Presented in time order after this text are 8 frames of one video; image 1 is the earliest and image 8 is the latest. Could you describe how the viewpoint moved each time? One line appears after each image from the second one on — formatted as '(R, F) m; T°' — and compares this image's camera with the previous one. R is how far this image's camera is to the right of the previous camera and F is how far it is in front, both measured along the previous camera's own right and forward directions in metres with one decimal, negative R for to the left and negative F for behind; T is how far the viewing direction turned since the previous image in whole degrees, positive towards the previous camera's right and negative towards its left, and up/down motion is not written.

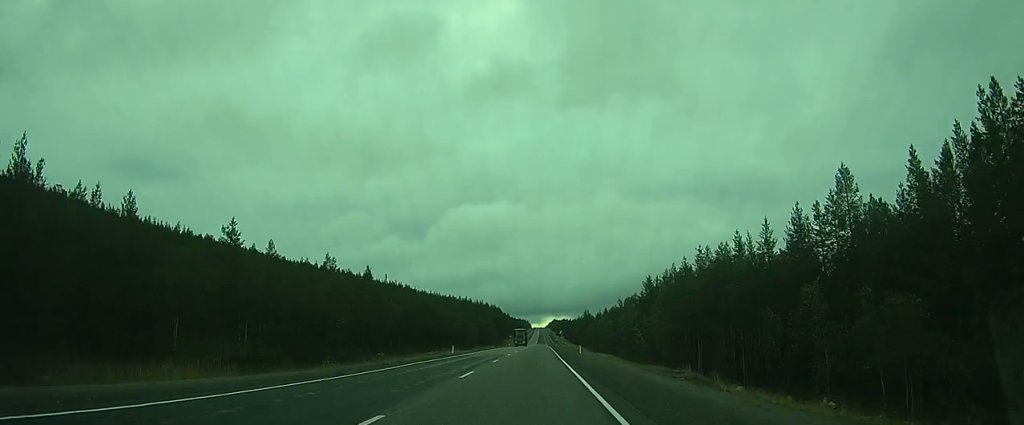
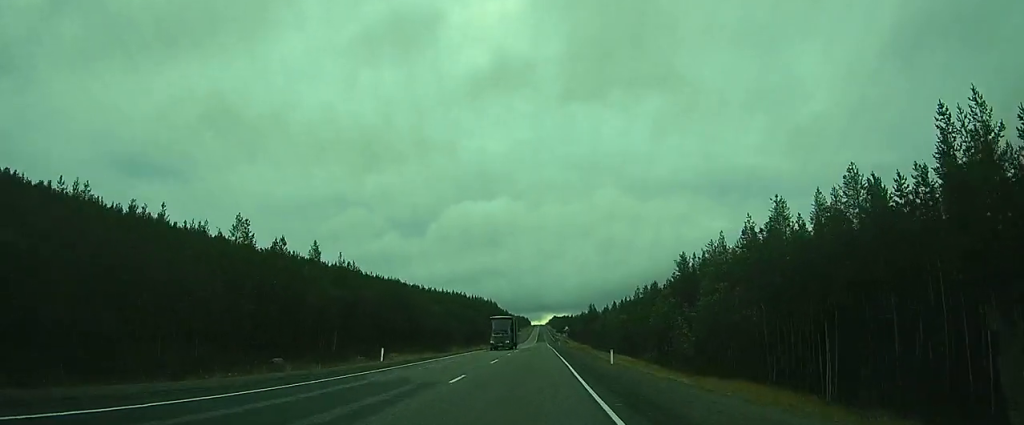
(+0.1, +26.0) m; 0°
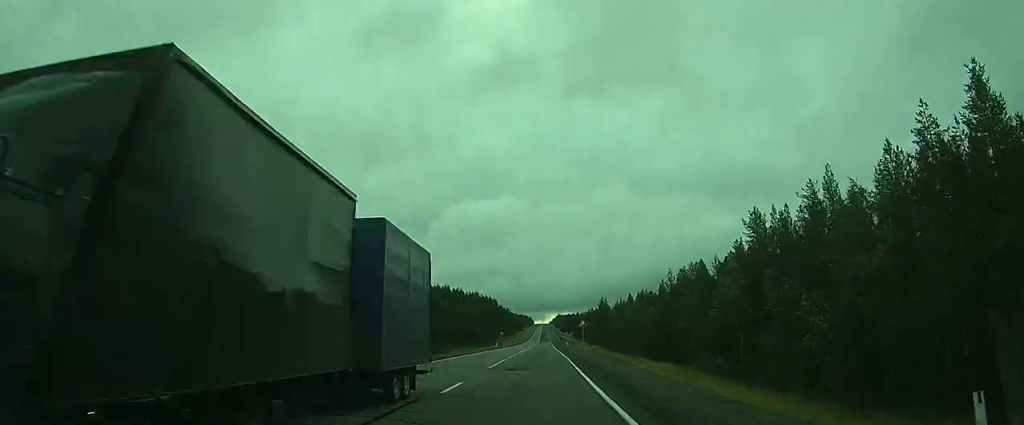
(-0.1, +26.7) m; 0°
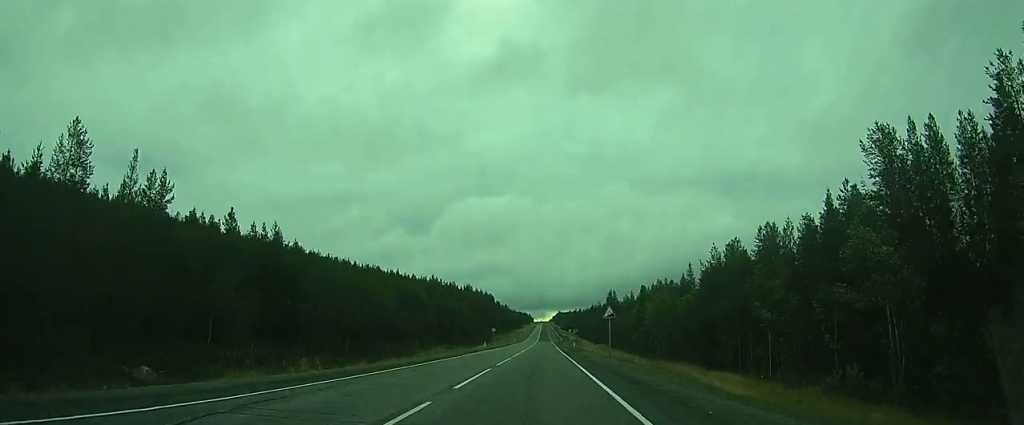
(0.0, +21.8) m; 0°
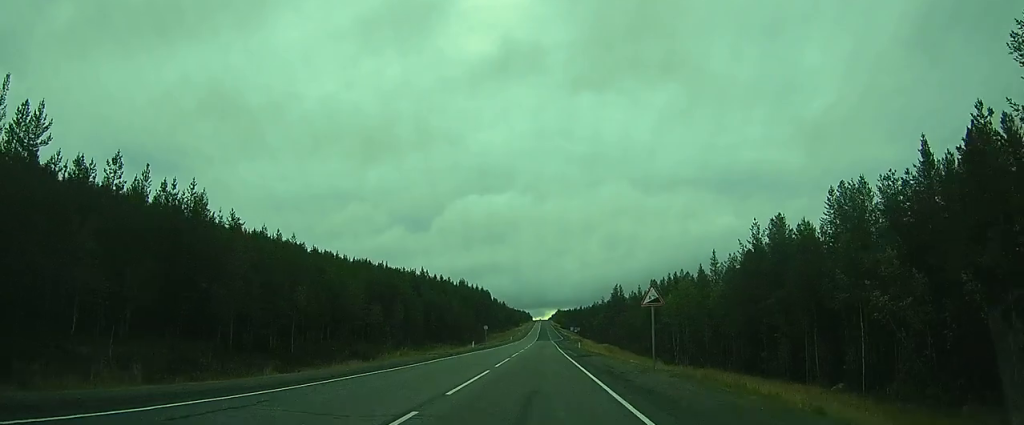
(-0.1, +13.3) m; 0°
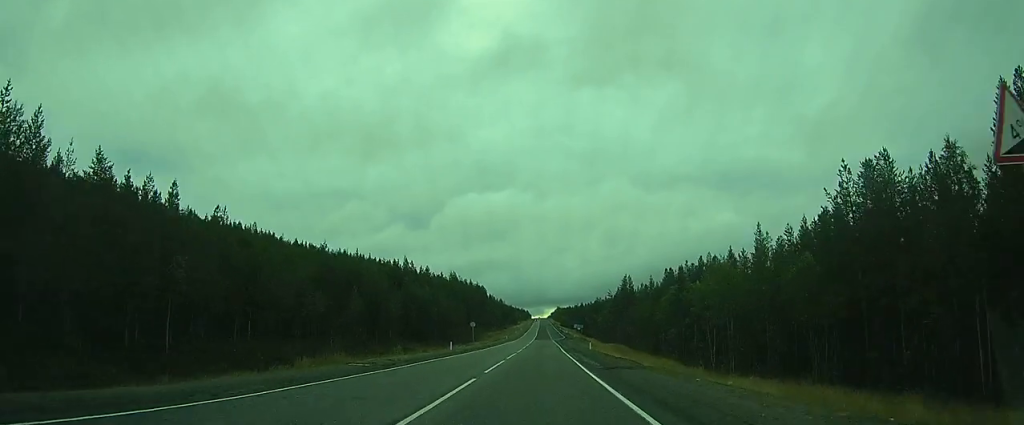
(0.0, +16.8) m; 0°
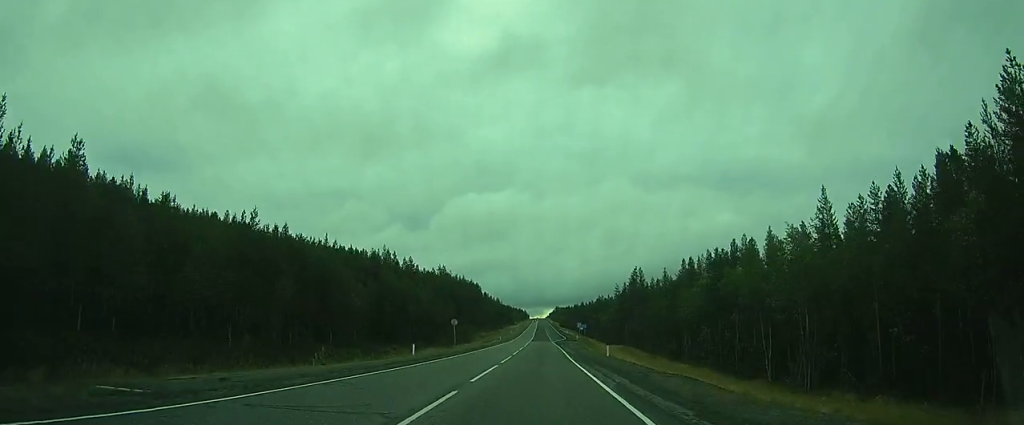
(0.0, +15.4) m; 0°
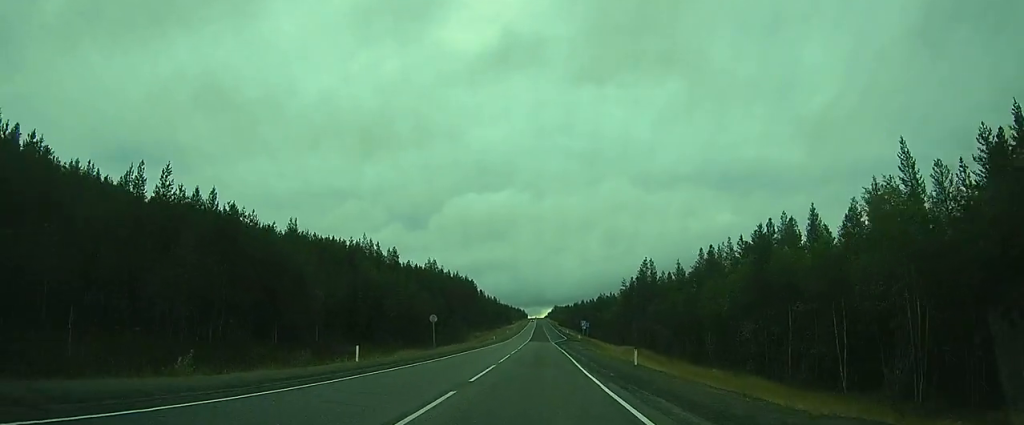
(0.0, +11.9) m; 0°
